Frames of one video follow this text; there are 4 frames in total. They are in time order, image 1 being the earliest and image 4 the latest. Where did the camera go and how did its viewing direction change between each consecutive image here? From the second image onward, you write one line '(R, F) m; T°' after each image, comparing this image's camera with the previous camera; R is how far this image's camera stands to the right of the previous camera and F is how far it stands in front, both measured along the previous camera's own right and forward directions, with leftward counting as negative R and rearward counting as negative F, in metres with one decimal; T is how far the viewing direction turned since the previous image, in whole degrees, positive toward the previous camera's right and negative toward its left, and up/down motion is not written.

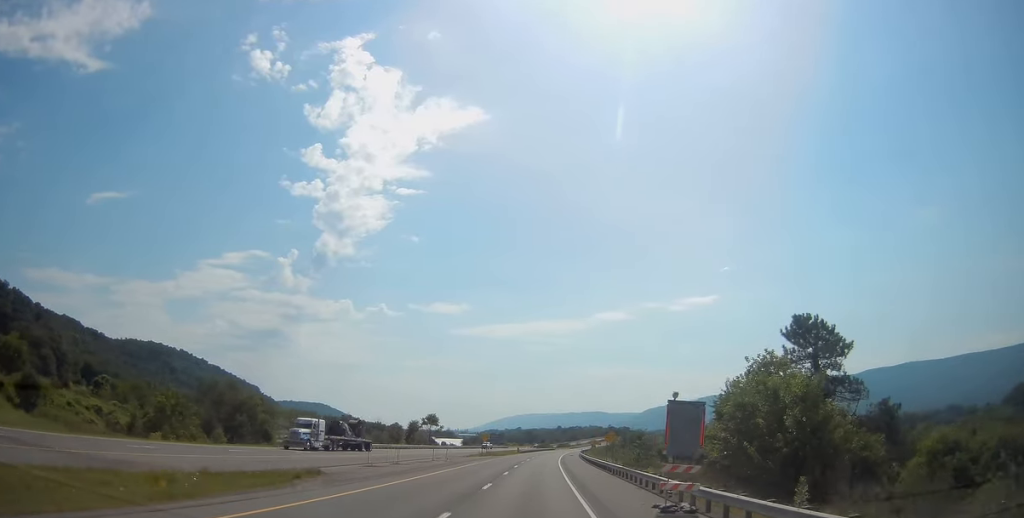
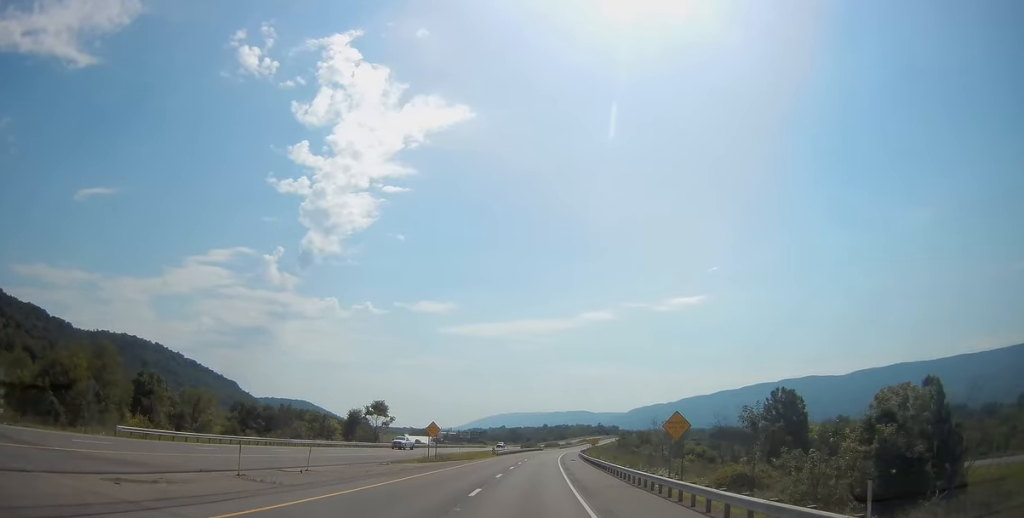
(+0.4, +39.8) m; +2°
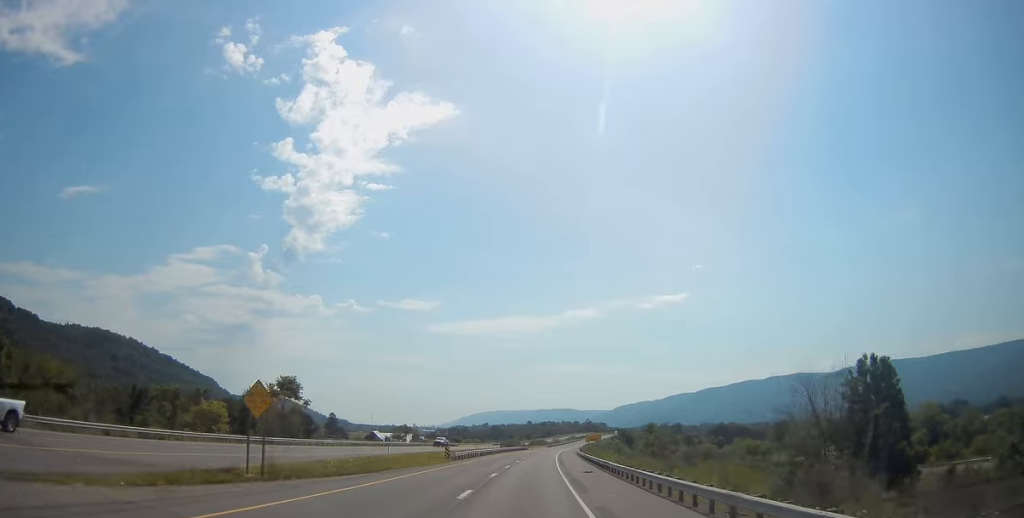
(+0.8, +37.5) m; +2°
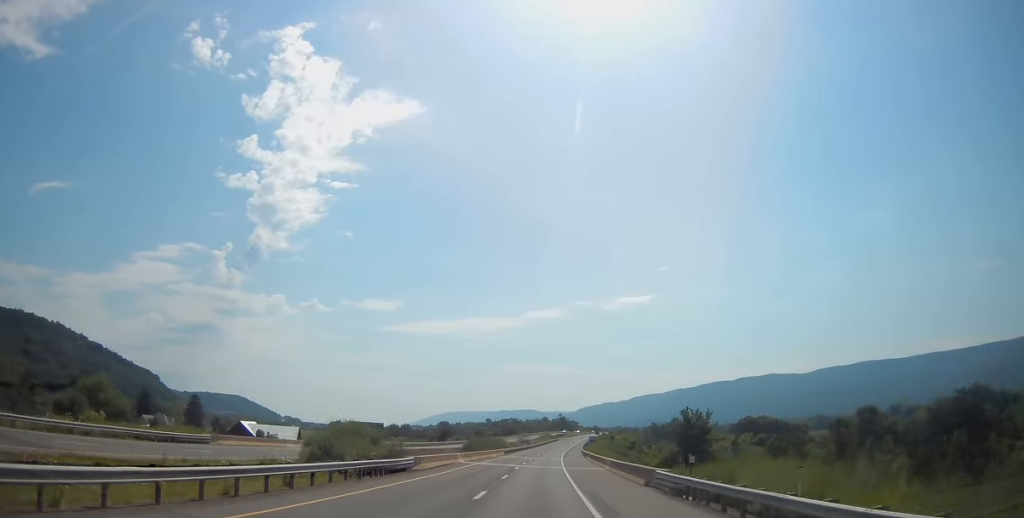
(+2.7, +118.5) m; +3°
